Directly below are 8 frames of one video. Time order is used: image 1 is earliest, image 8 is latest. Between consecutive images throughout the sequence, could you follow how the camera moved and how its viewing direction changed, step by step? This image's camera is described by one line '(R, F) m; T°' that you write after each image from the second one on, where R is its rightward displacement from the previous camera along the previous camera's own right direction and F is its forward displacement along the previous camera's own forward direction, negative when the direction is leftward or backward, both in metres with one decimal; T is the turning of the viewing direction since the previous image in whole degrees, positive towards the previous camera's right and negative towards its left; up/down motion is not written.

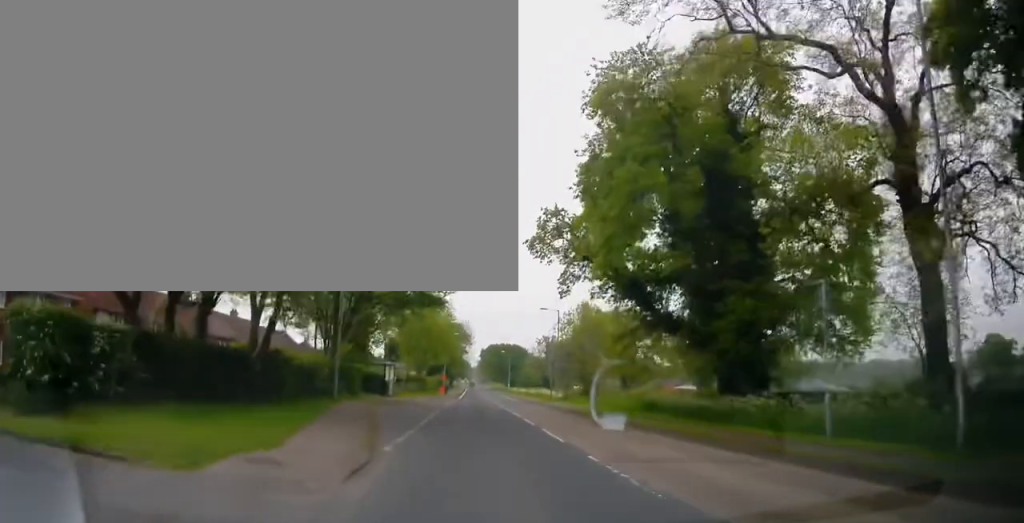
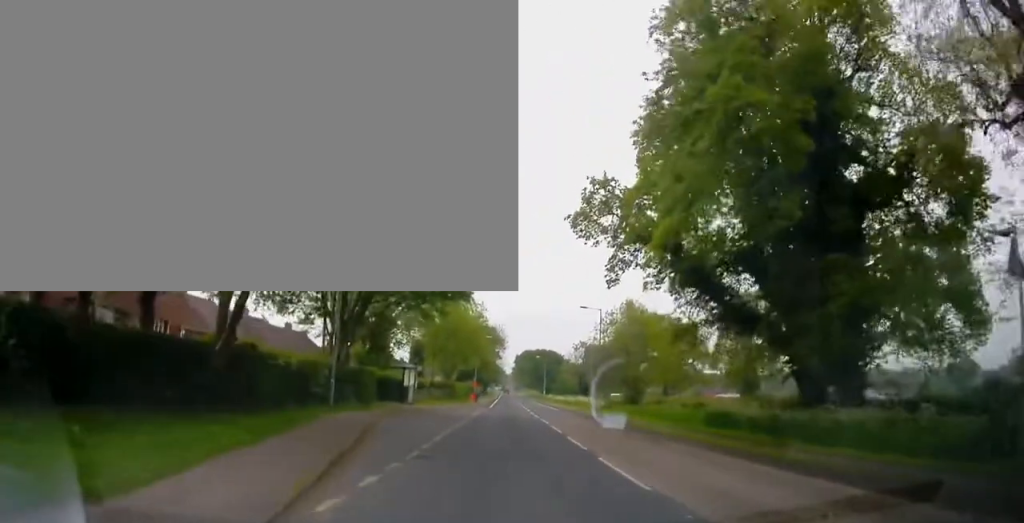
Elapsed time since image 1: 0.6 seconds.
(-0.5, +5.4) m; -3°
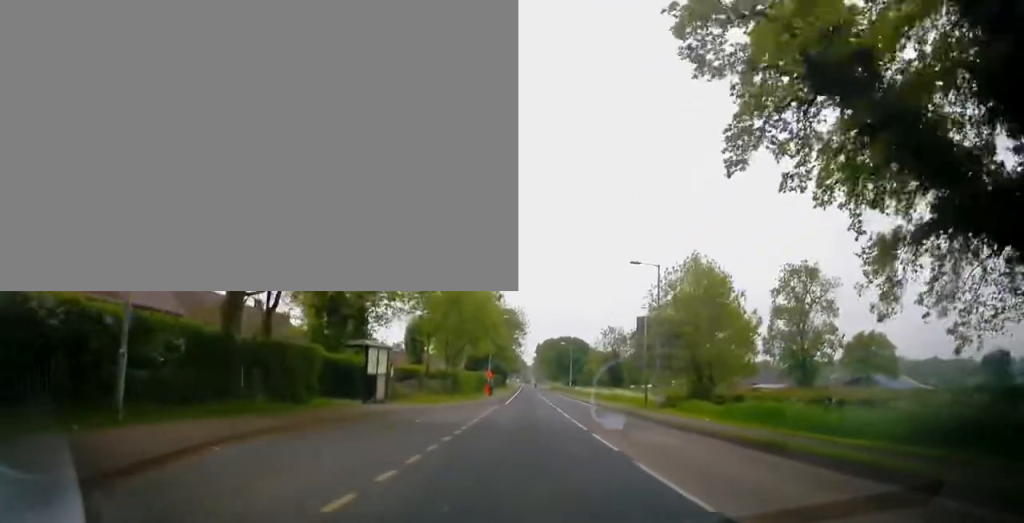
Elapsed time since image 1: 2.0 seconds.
(-0.6, +13.8) m; -2°
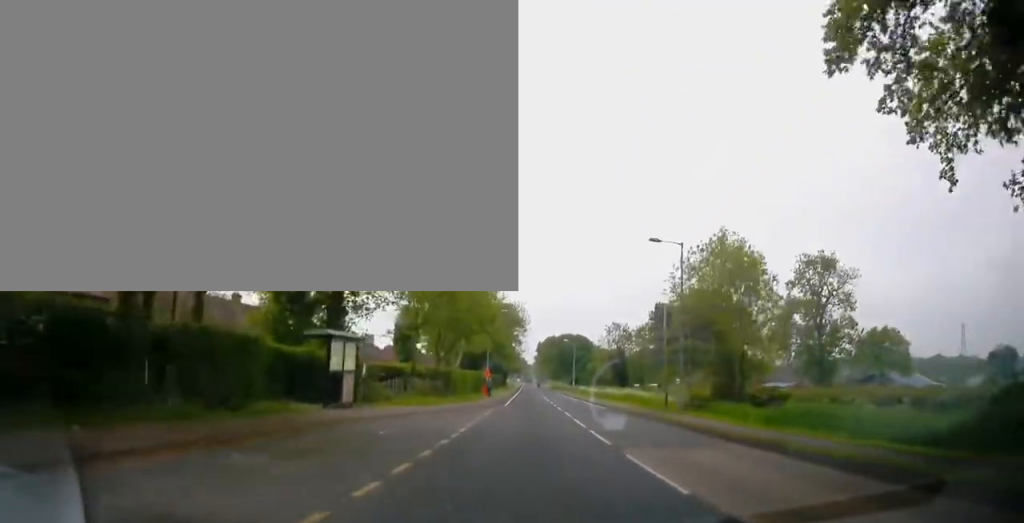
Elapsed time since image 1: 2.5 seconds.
(0.0, +5.1) m; 0°
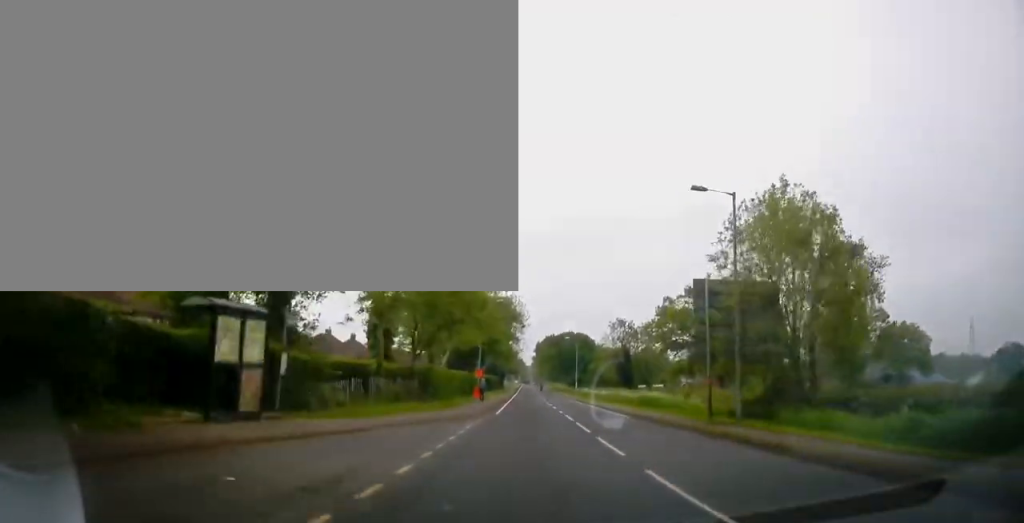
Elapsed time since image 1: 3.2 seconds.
(0.0, +7.9) m; 0°
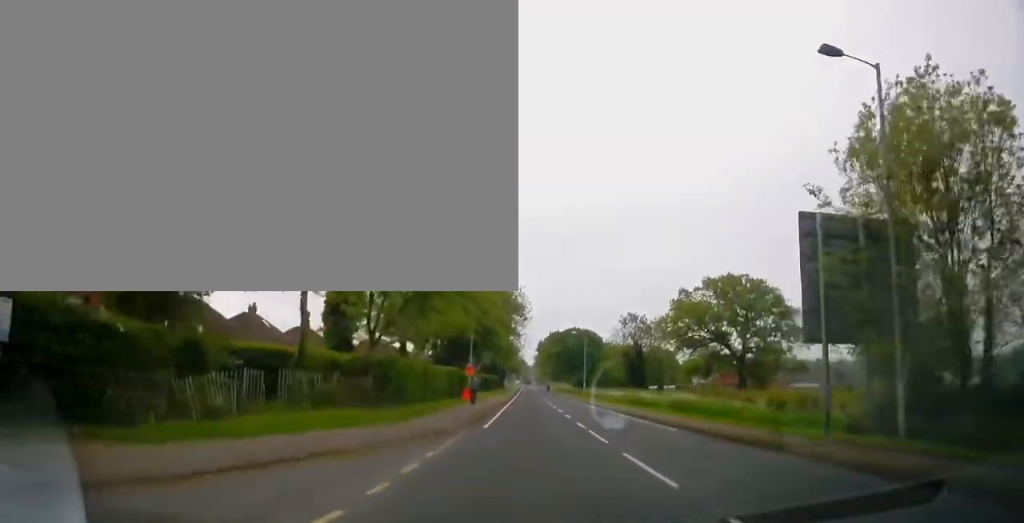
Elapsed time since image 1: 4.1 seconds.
(0.0, +9.5) m; -1°
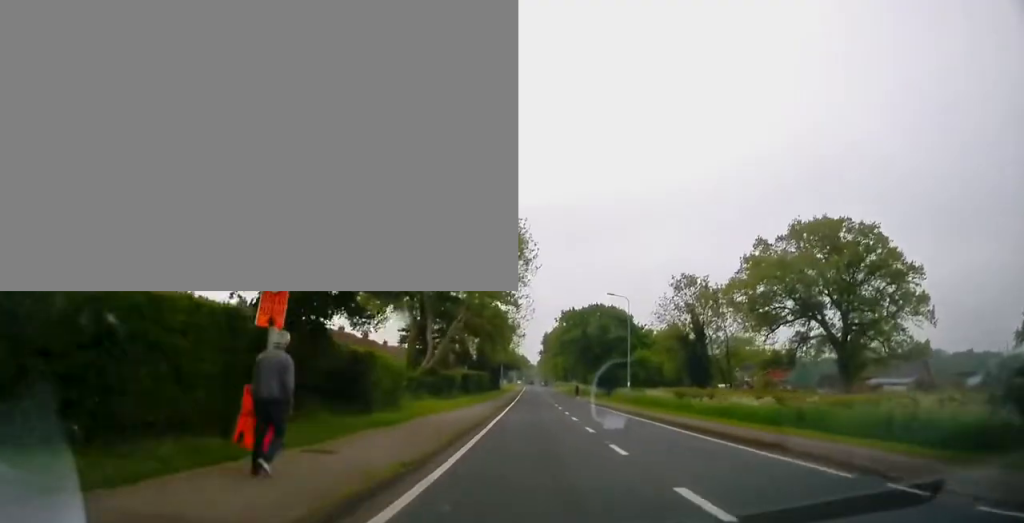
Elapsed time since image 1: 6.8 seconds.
(-1.0, +30.8) m; -2°
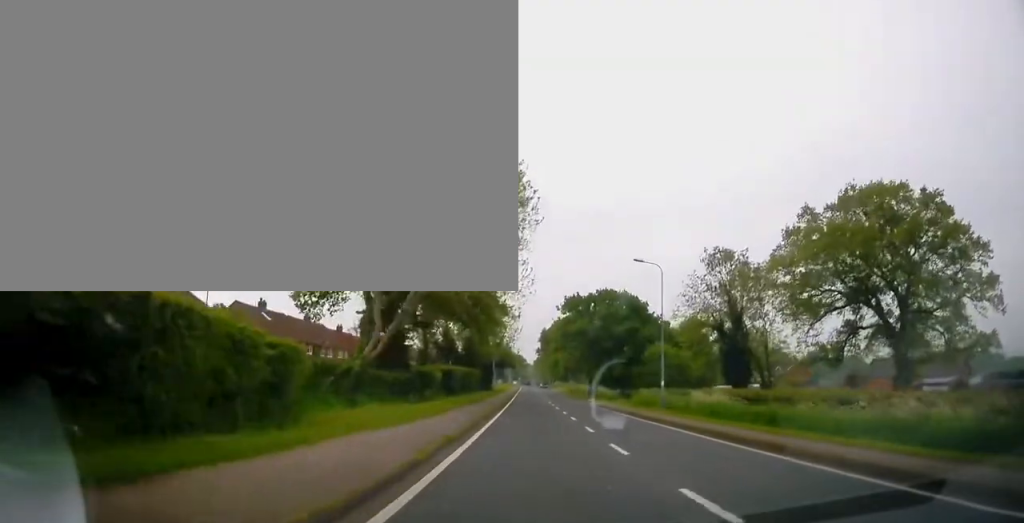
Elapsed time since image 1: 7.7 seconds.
(+0.1, +11.7) m; +1°
